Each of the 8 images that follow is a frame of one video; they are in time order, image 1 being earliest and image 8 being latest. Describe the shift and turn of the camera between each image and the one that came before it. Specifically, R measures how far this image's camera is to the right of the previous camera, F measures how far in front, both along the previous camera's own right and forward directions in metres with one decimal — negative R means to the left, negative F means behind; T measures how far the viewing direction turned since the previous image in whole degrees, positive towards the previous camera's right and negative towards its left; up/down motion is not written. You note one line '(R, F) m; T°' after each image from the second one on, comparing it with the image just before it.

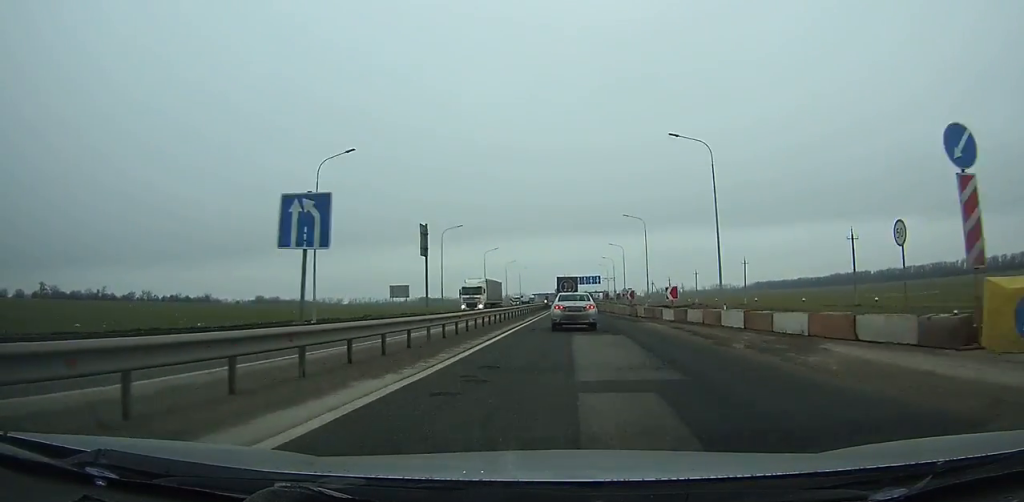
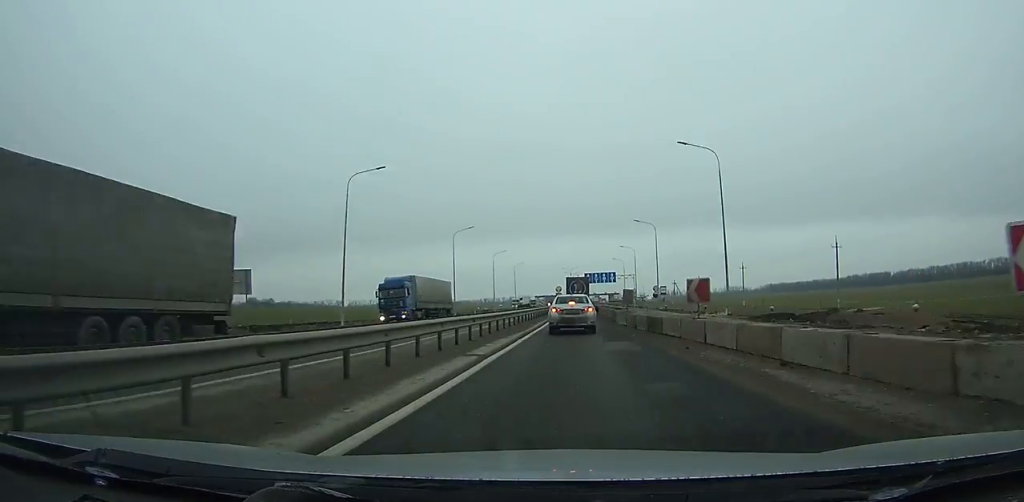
(-0.3, +35.5) m; 0°
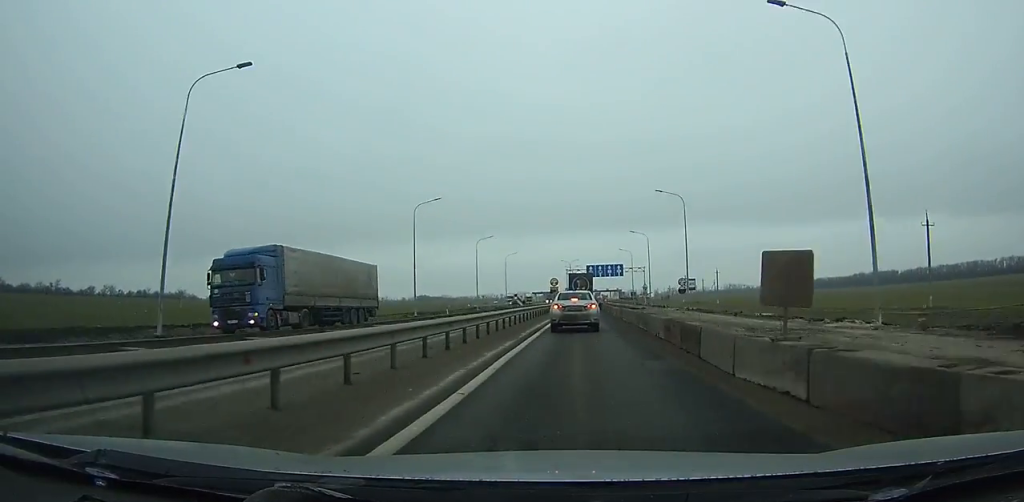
(-0.1, +20.2) m; 0°
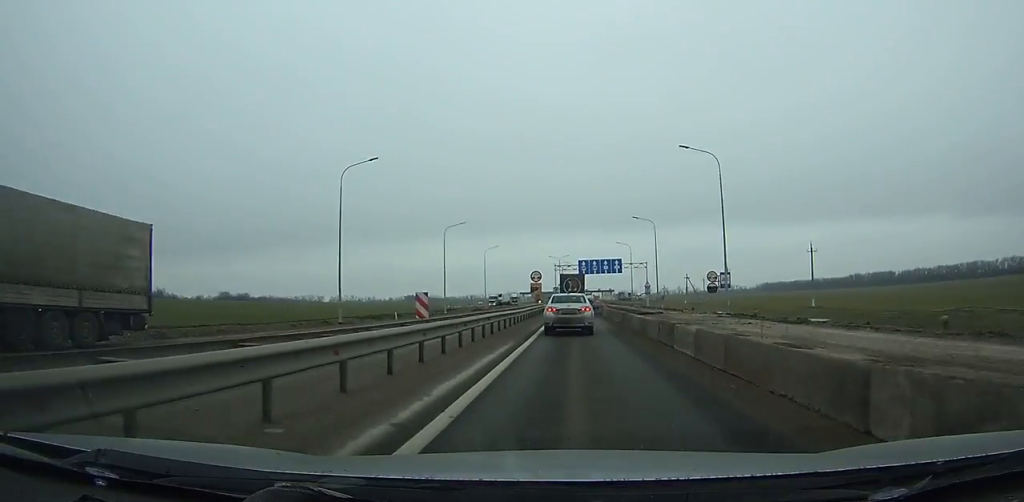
(+0.2, +17.6) m; 0°
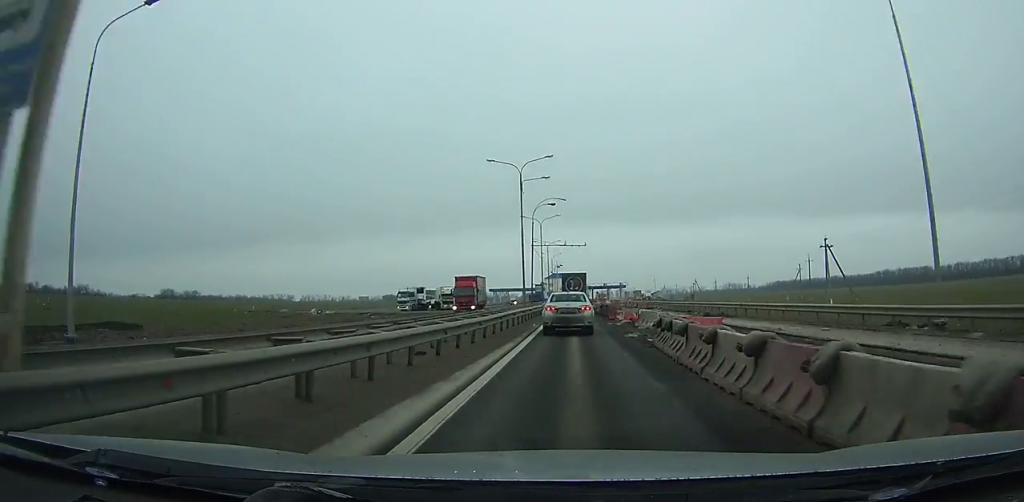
(+1.3, +98.1) m; +1°
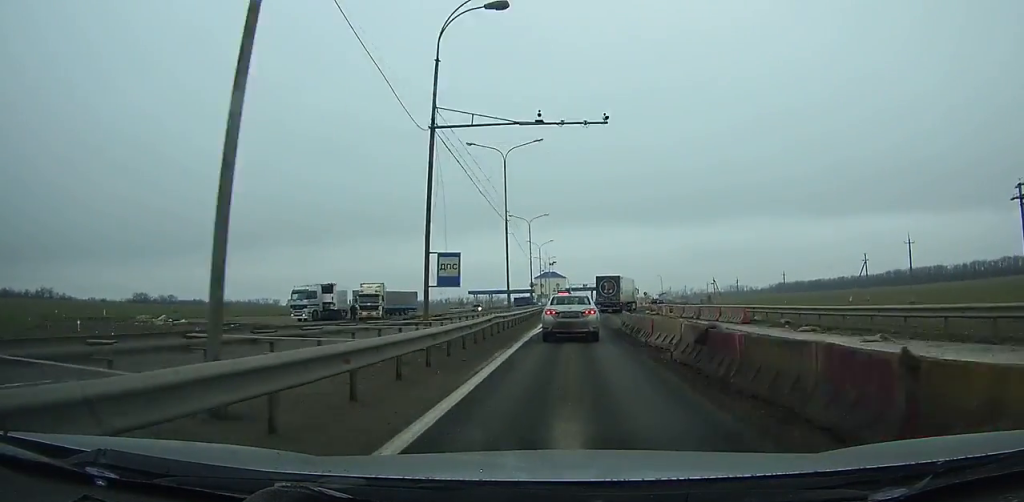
(-0.1, +35.4) m; +2°
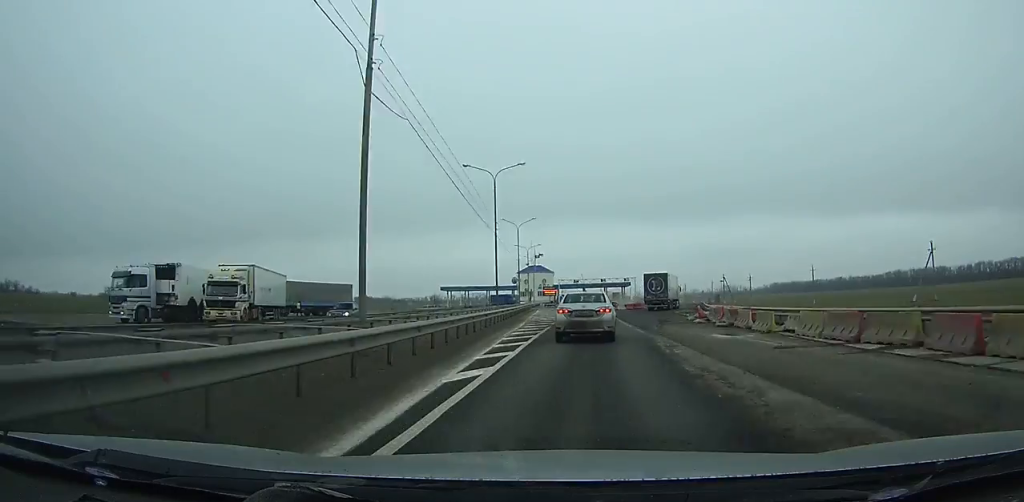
(+0.8, +24.7) m; +4°
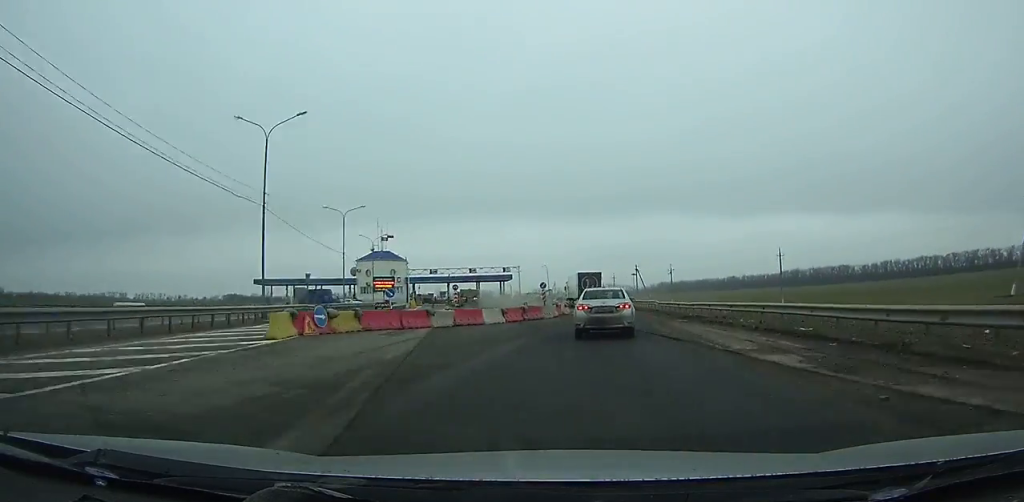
(+3.1, +43.1) m; +8°
